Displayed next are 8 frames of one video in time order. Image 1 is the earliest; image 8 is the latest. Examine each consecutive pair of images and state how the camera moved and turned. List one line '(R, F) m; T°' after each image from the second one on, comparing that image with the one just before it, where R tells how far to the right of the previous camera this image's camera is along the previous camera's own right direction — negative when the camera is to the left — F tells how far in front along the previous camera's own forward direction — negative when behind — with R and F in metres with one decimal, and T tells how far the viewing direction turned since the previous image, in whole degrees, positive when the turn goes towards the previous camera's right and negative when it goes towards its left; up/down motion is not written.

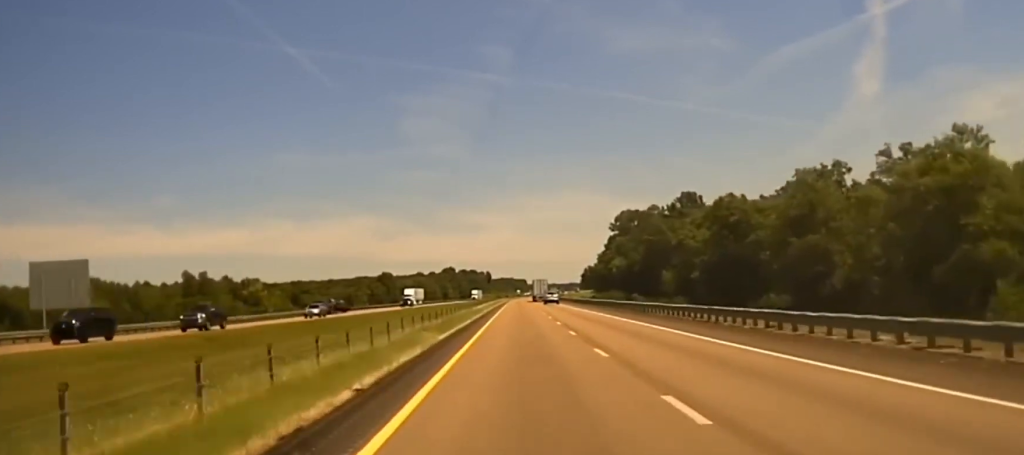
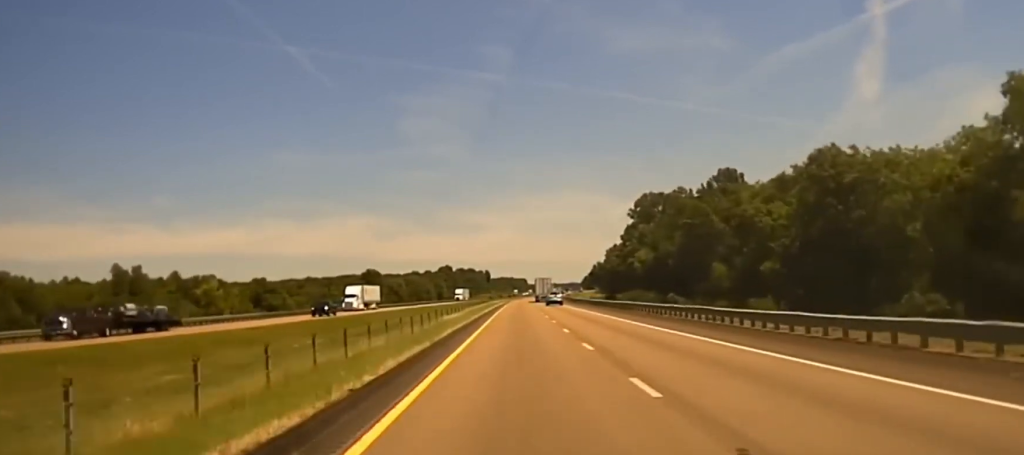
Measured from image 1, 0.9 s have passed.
(+0.2, +44.5) m; 0°
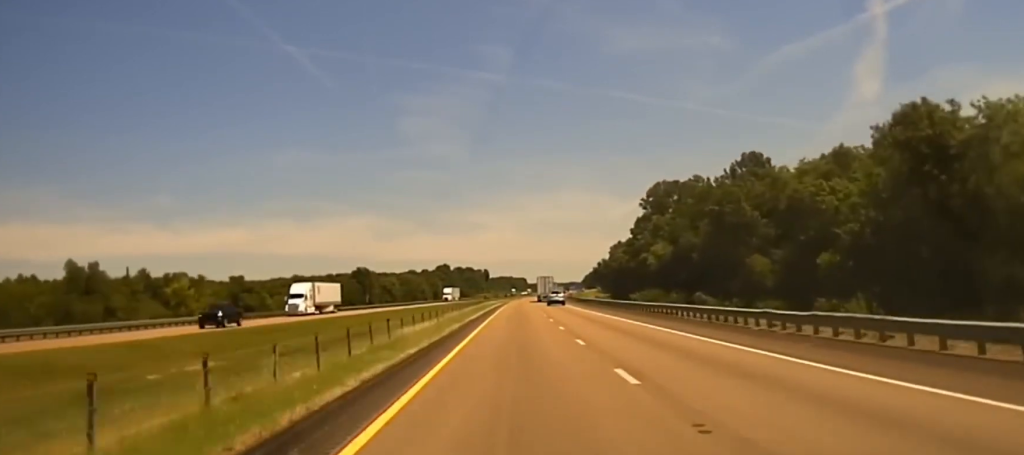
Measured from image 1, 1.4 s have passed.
(0.0, +25.2) m; 0°
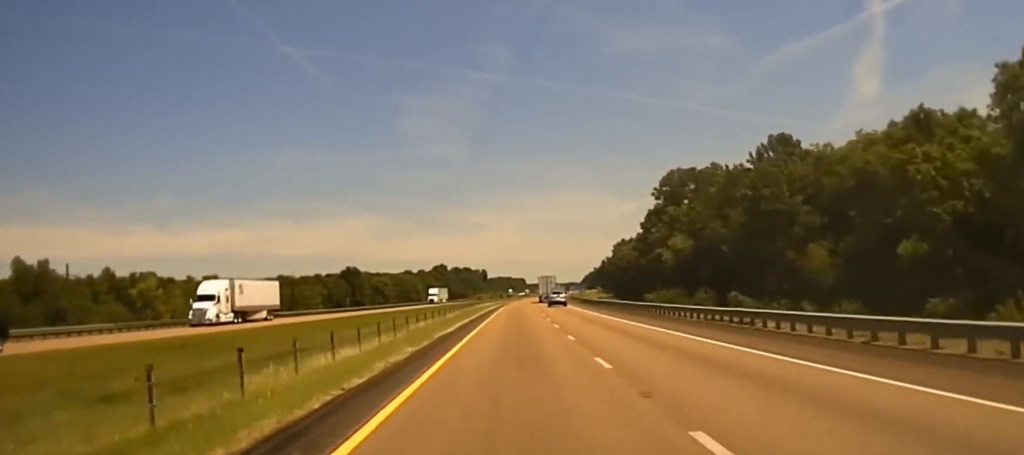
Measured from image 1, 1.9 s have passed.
(+0.1, +28.1) m; 0°
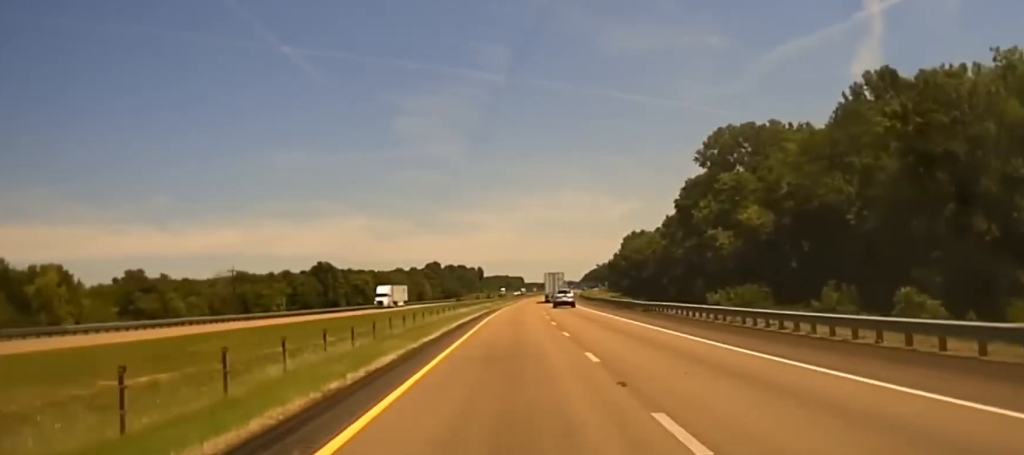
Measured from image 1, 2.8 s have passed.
(-0.1, +57.4) m; 0°
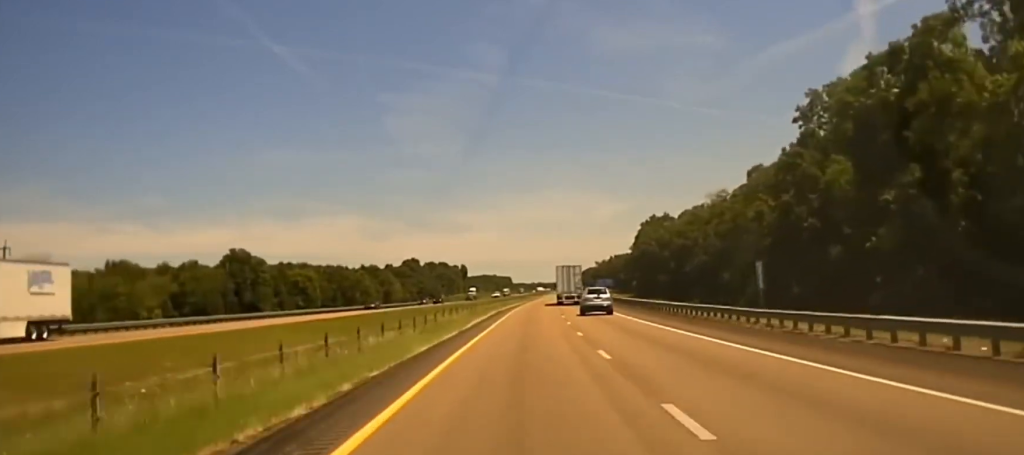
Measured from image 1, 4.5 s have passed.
(+0.9, +91.7) m; +1°
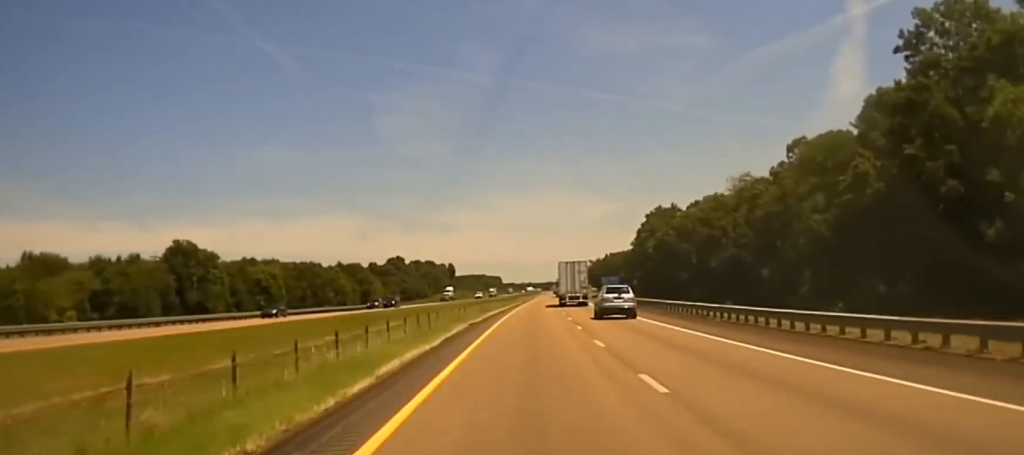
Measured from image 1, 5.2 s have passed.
(+0.1, +30.5) m; 0°
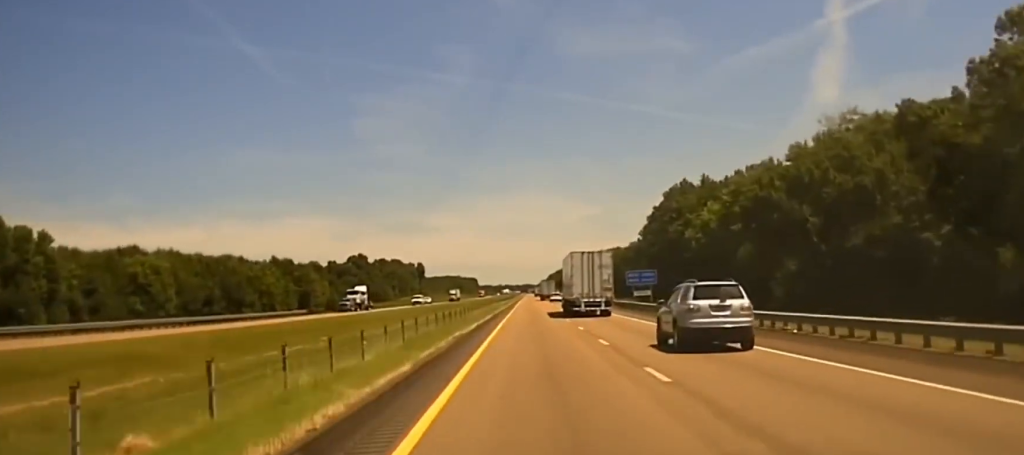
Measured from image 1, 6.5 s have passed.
(+0.5, +57.4) m; +1°
